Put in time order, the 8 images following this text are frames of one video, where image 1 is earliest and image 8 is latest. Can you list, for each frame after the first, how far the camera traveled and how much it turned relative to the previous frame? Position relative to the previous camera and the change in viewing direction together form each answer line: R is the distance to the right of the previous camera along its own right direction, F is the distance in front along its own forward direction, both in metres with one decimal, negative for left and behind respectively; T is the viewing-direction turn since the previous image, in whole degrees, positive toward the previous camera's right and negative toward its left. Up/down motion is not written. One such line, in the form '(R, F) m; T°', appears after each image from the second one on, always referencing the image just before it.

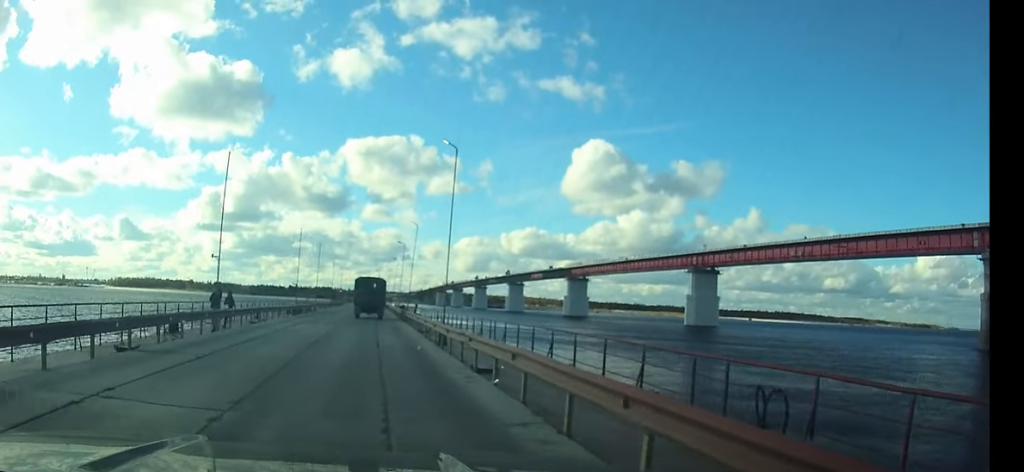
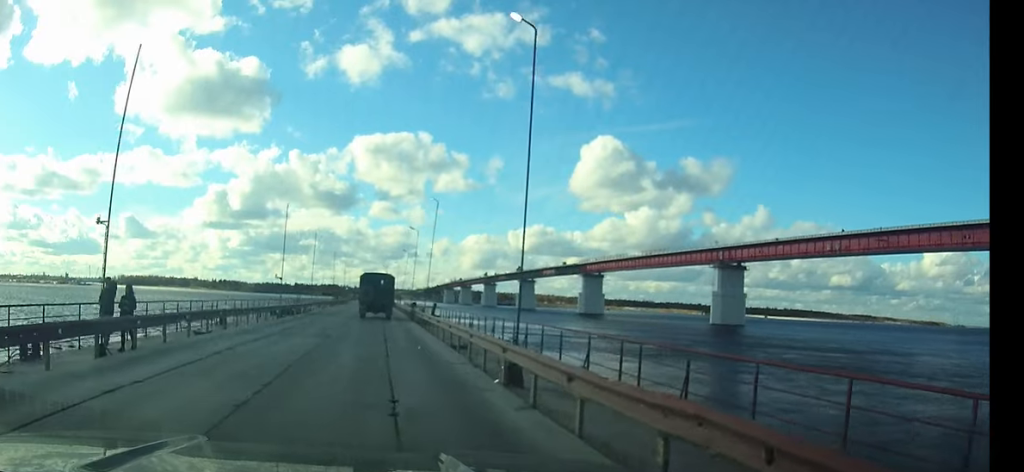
(-0.1, +10.9) m; 0°
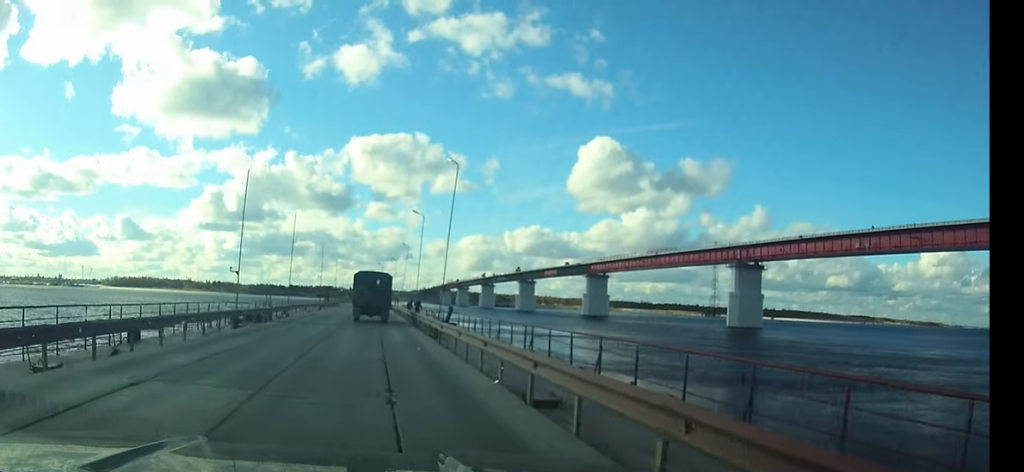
(0.0, +10.2) m; 0°
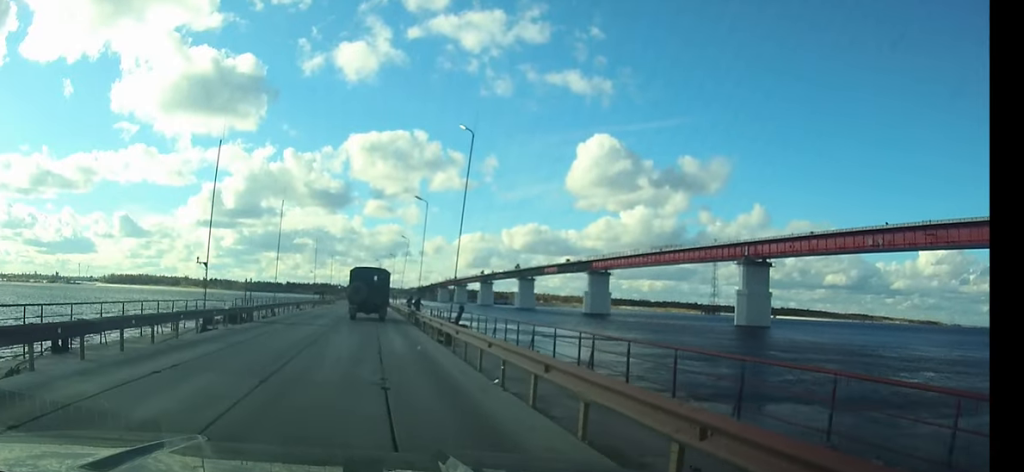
(0.0, +4.5) m; 0°
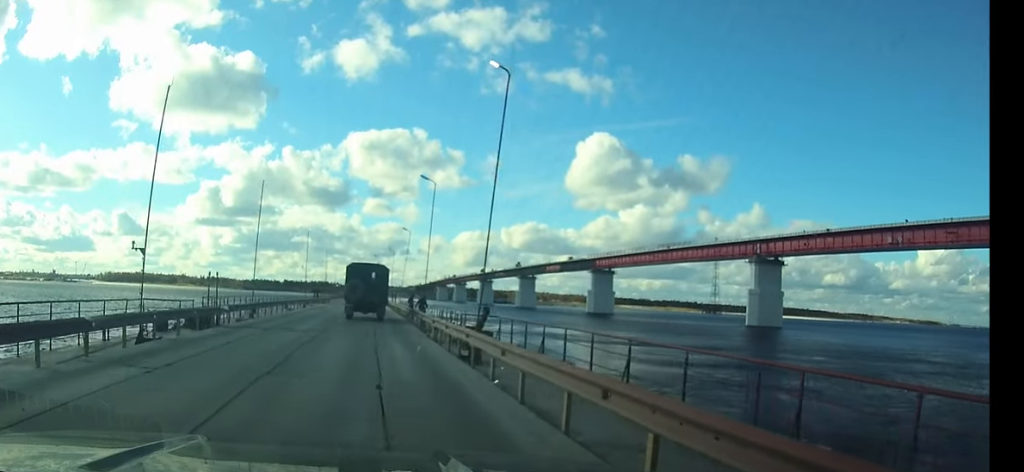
(0.0, +6.2) m; 0°
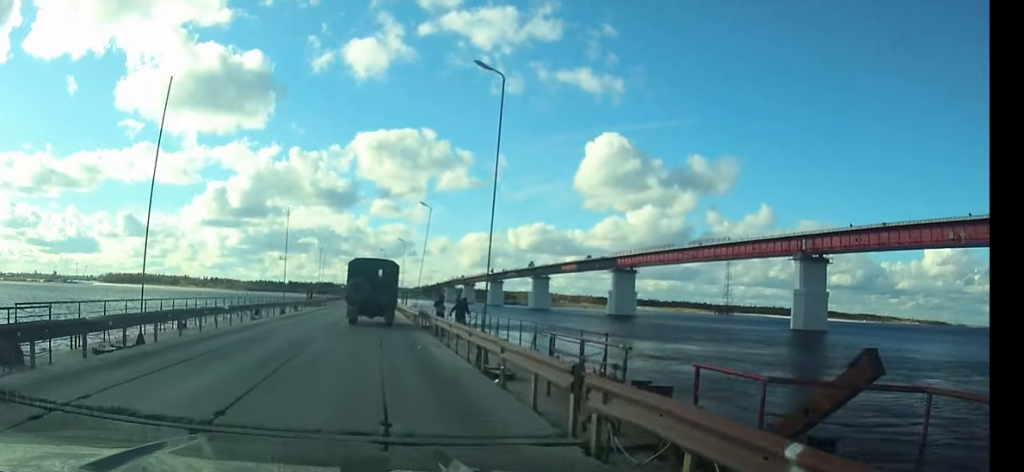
(-0.1, +15.3) m; -1°
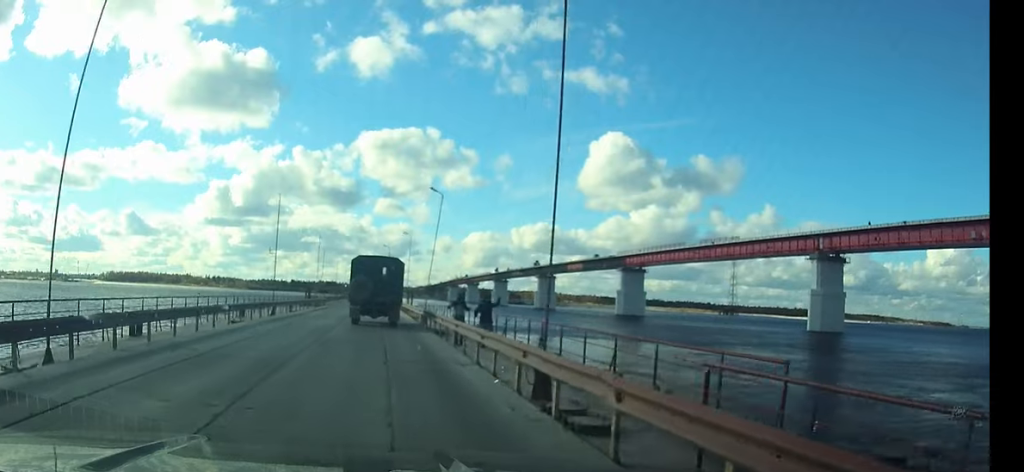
(-0.1, +5.4) m; 0°
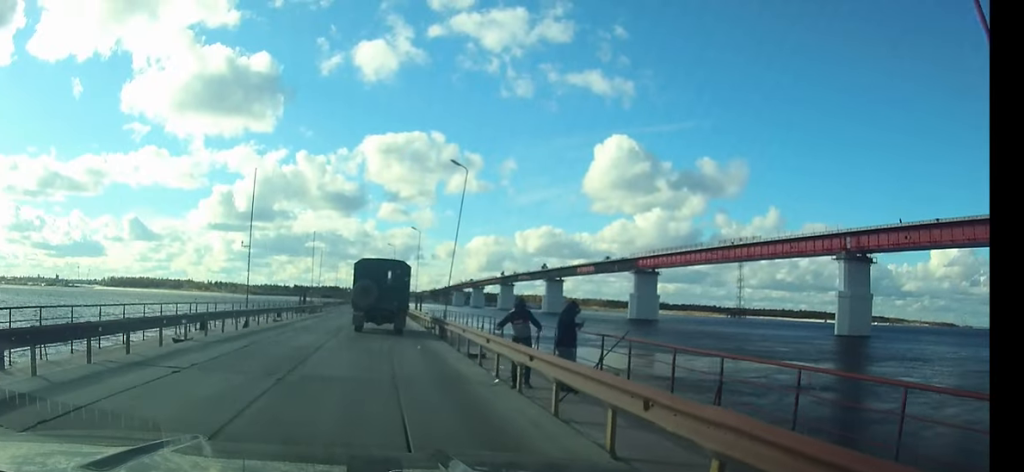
(0.0, +8.6) m; 0°
